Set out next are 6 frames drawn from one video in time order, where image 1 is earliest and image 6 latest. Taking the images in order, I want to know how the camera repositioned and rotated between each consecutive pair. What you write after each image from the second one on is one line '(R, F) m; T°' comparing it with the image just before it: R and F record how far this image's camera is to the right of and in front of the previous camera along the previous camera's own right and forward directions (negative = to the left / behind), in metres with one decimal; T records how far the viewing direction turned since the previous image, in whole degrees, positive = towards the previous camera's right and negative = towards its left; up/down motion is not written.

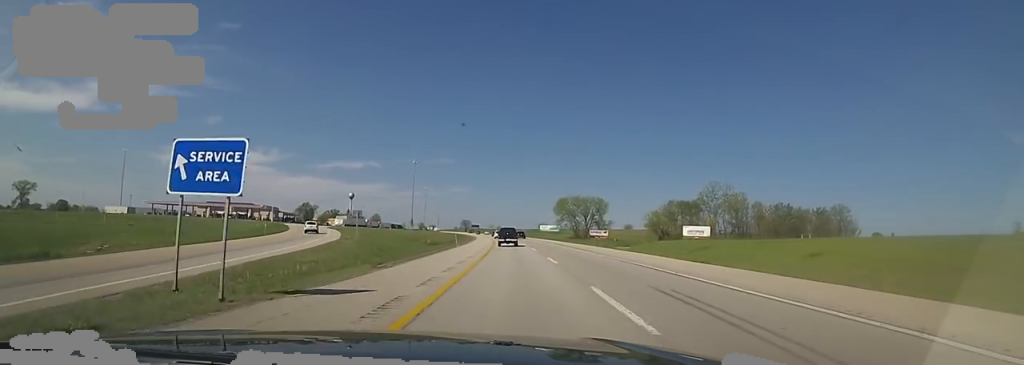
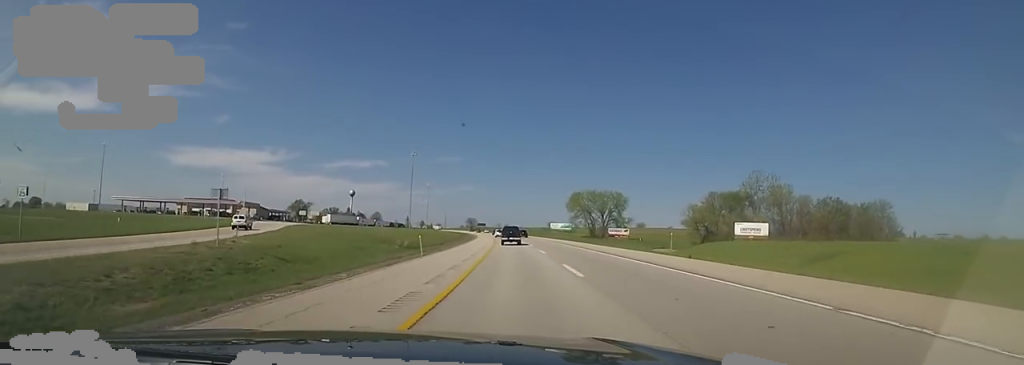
(+0.3, +22.5) m; 0°
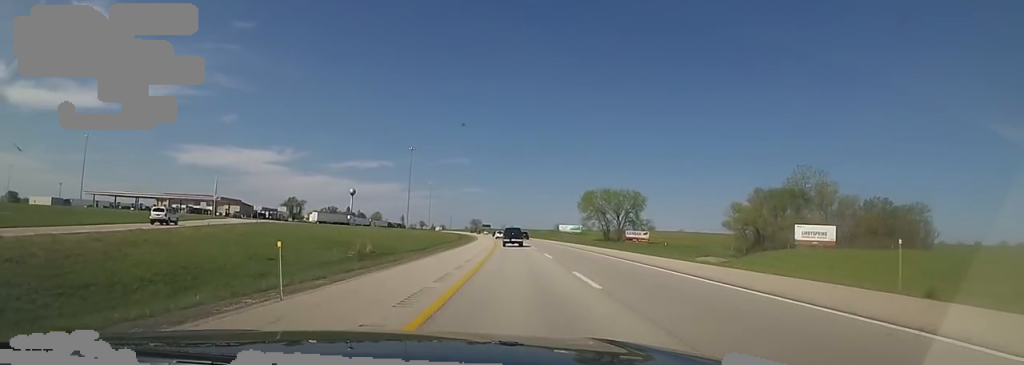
(+0.1, +17.7) m; 0°
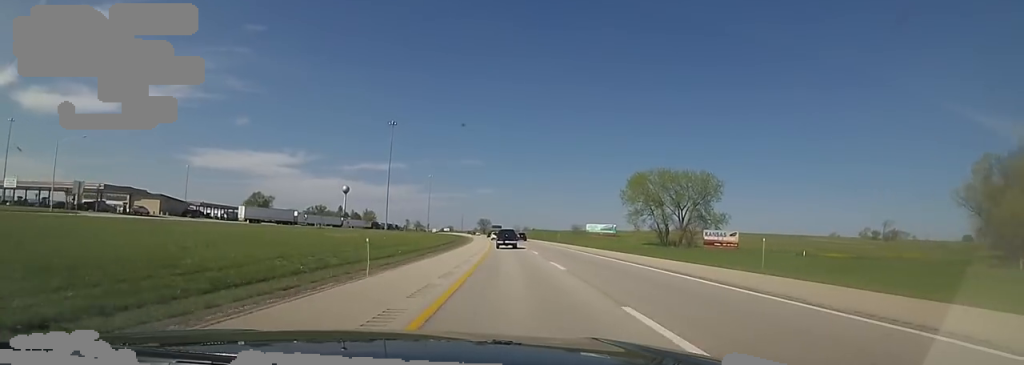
(-0.7, +53.1) m; -2°
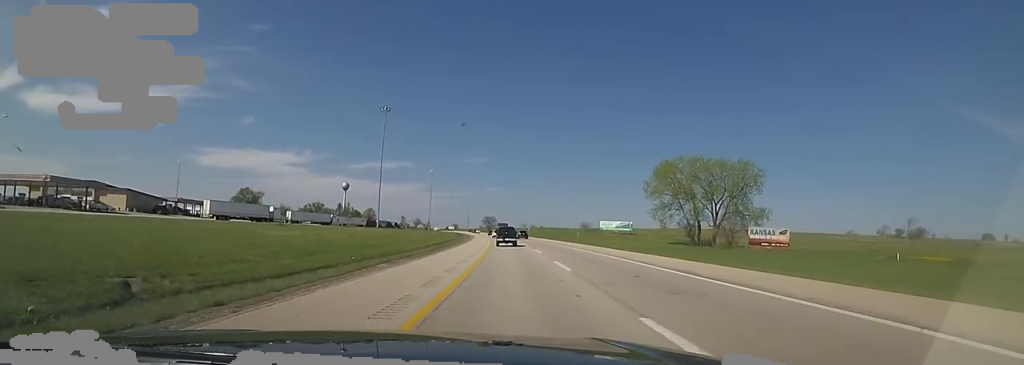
(+0.1, +16.5) m; -1°
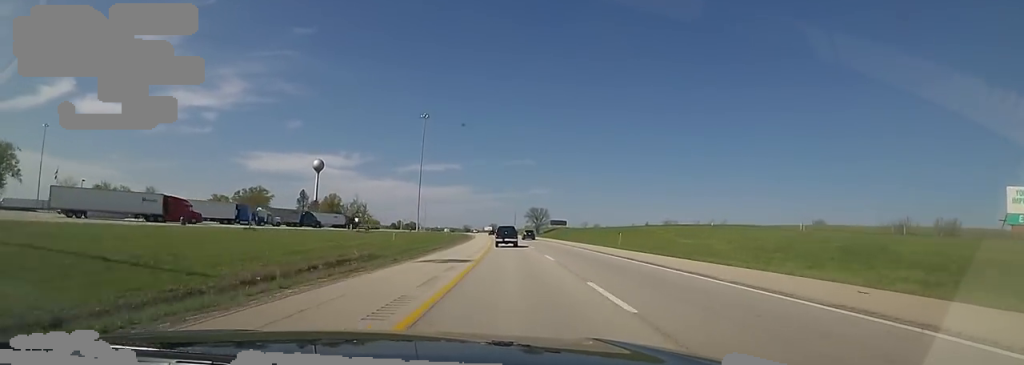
(-6.4, +142.2) m; -5°
